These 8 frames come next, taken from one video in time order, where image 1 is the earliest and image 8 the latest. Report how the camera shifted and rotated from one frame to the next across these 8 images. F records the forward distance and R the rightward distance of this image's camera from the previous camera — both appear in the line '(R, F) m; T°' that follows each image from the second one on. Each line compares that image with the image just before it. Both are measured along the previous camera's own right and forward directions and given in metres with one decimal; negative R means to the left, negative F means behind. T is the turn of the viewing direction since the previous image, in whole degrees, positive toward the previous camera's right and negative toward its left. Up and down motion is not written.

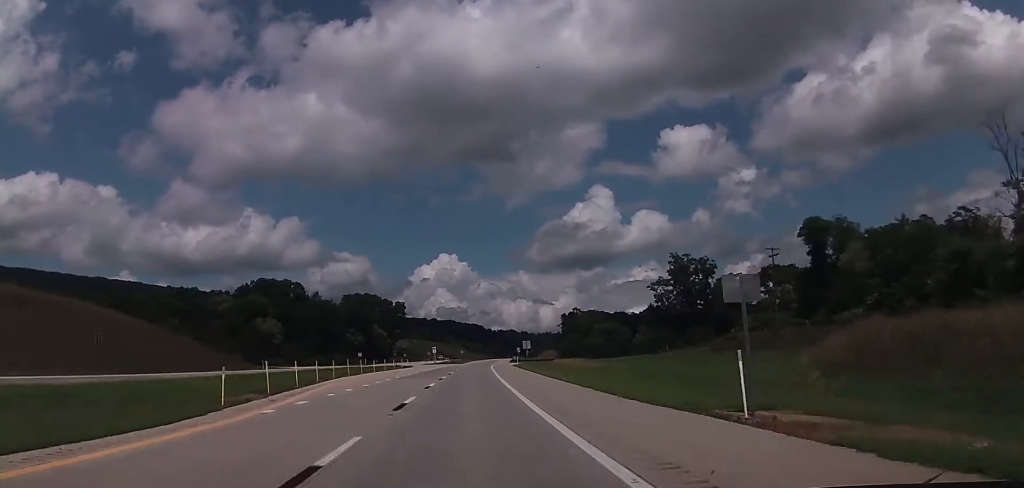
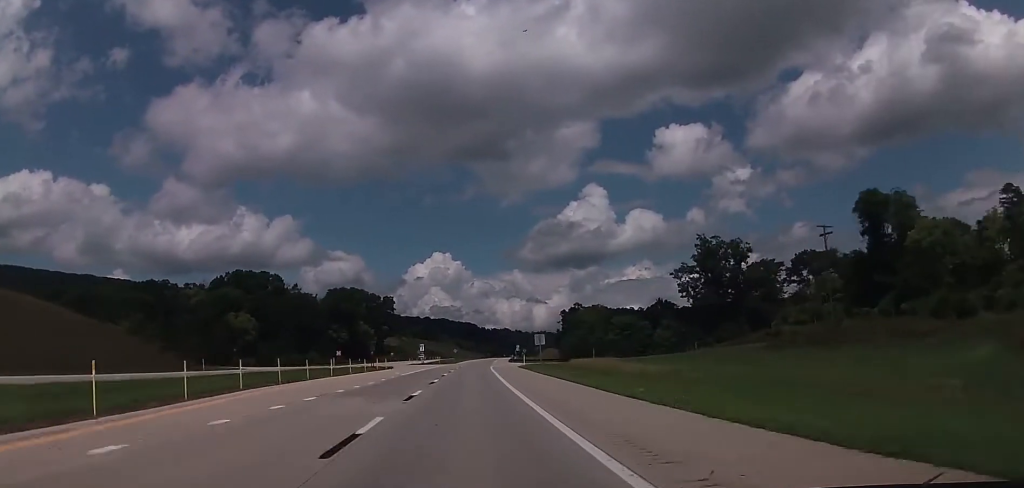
(0.0, +20.9) m; 0°
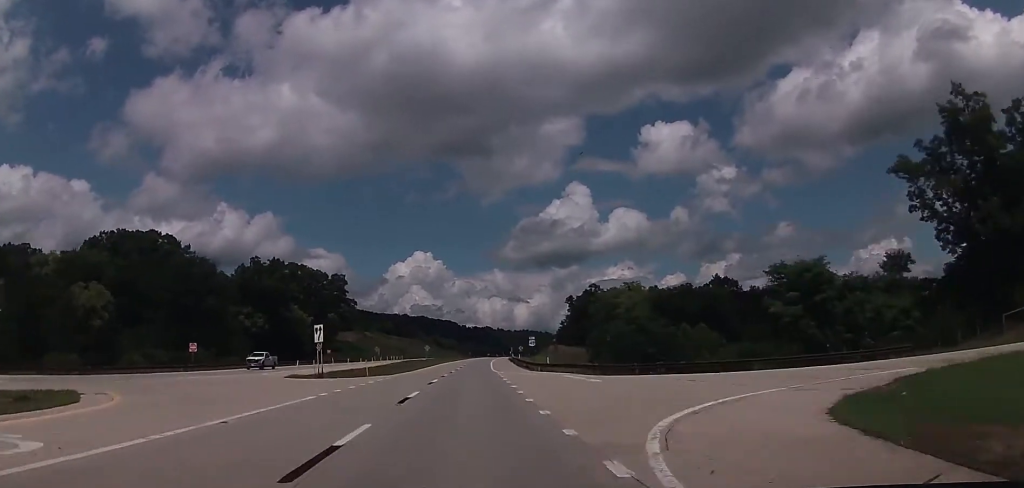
(+0.7, +74.5) m; +2°
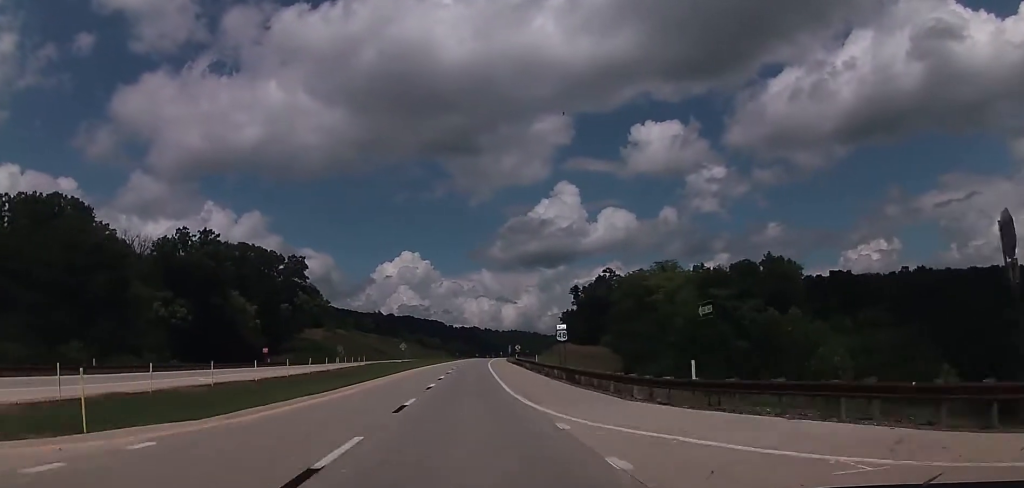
(+0.5, +38.5) m; +1°
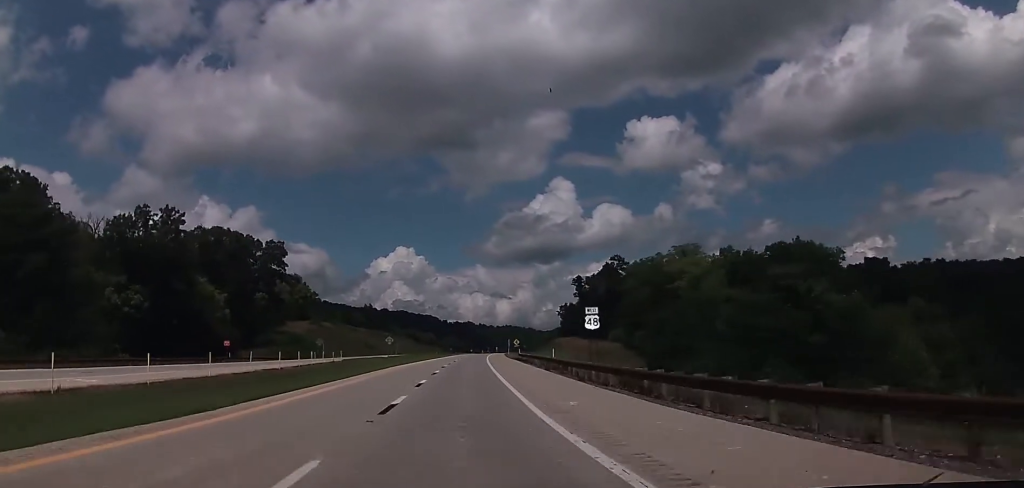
(0.0, +15.5) m; 0°
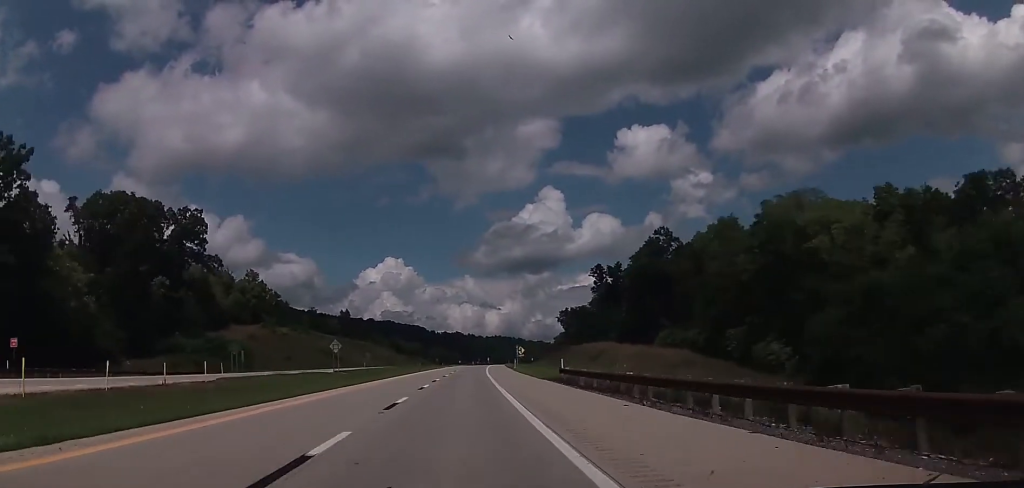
(0.0, +45.3) m; +1°
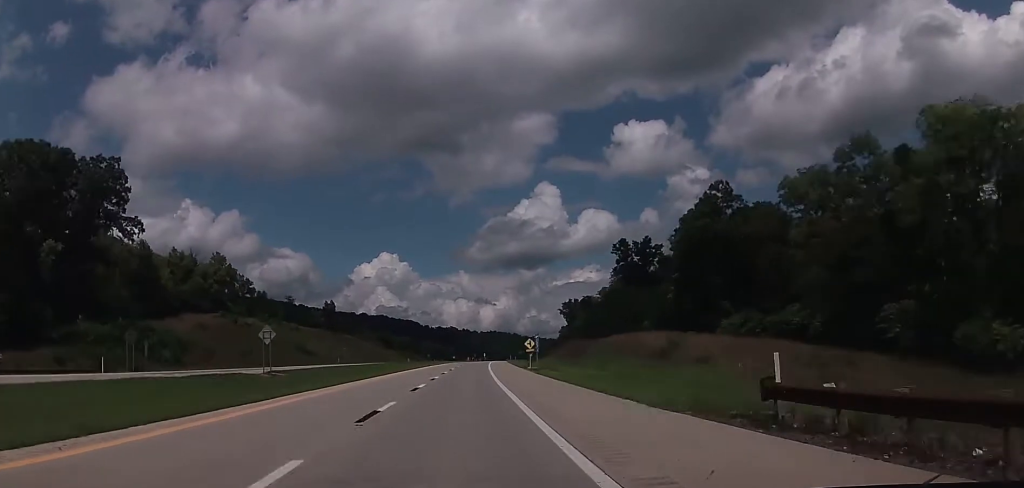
(+0.3, +28.8) m; +1°
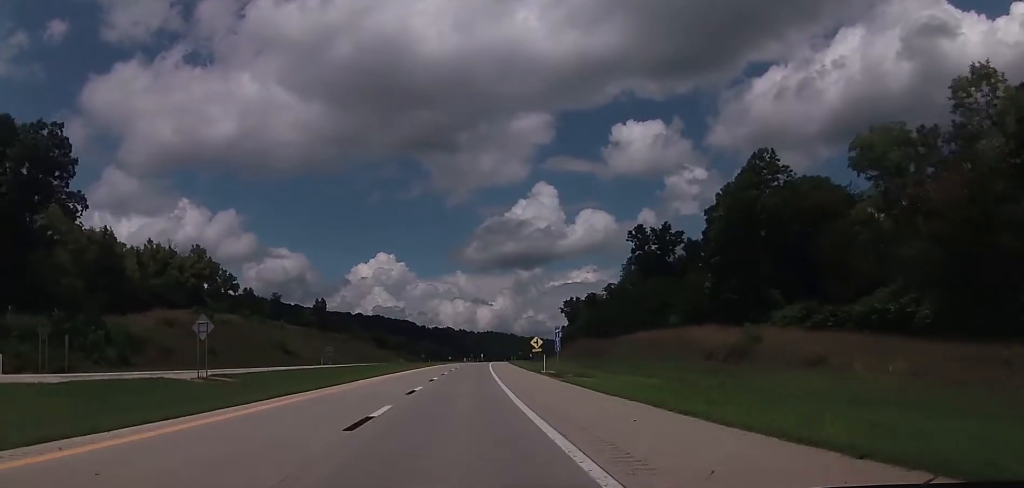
(0.0, +14.4) m; +1°
